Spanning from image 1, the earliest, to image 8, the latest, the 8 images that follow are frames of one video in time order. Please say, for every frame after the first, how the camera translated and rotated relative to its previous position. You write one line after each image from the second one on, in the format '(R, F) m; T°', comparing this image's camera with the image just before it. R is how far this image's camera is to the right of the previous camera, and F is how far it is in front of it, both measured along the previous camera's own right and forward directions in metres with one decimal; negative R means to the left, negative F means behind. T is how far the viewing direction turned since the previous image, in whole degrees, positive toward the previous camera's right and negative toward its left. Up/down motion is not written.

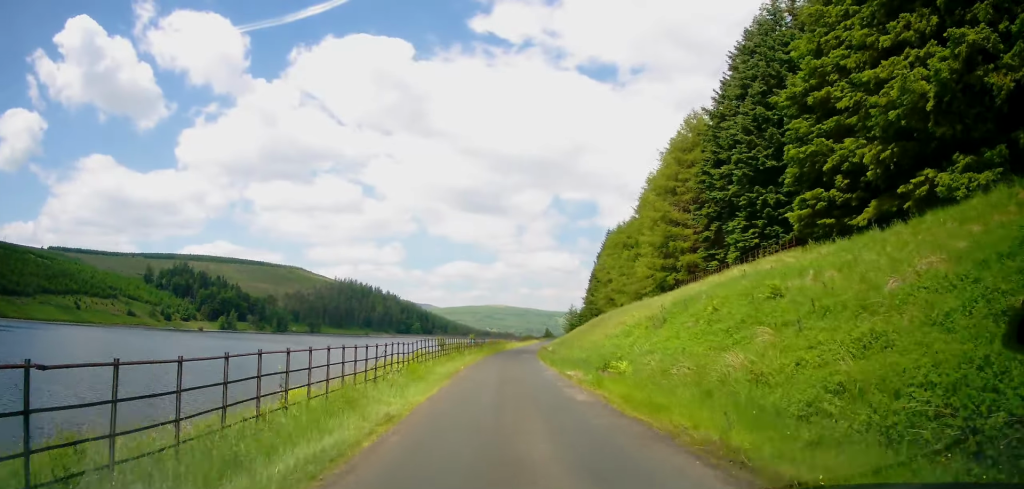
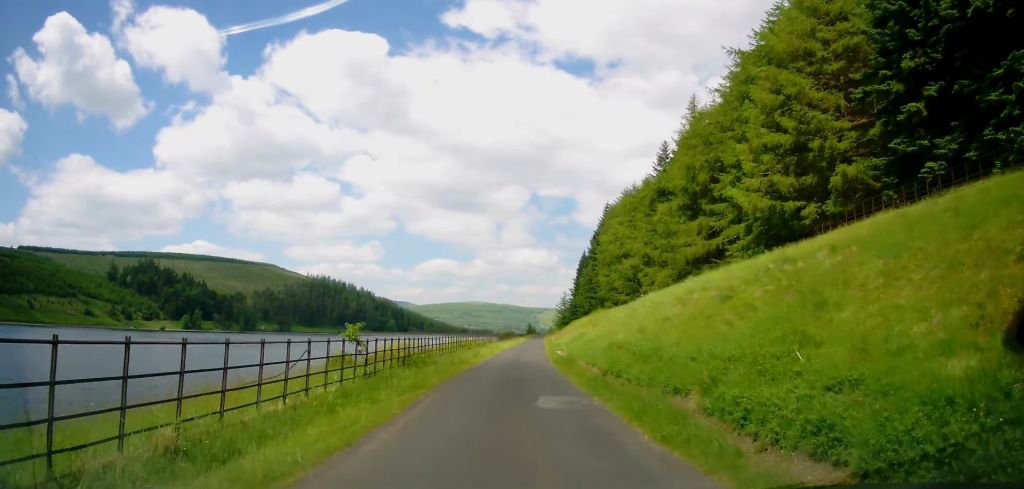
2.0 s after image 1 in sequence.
(+1.1, +33.1) m; +4°
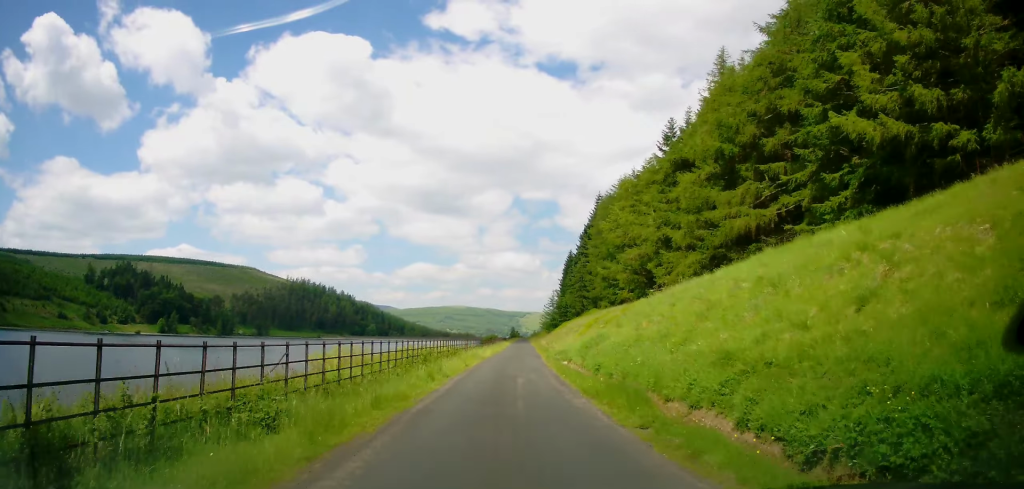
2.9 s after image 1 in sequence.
(0.0, +13.8) m; 0°
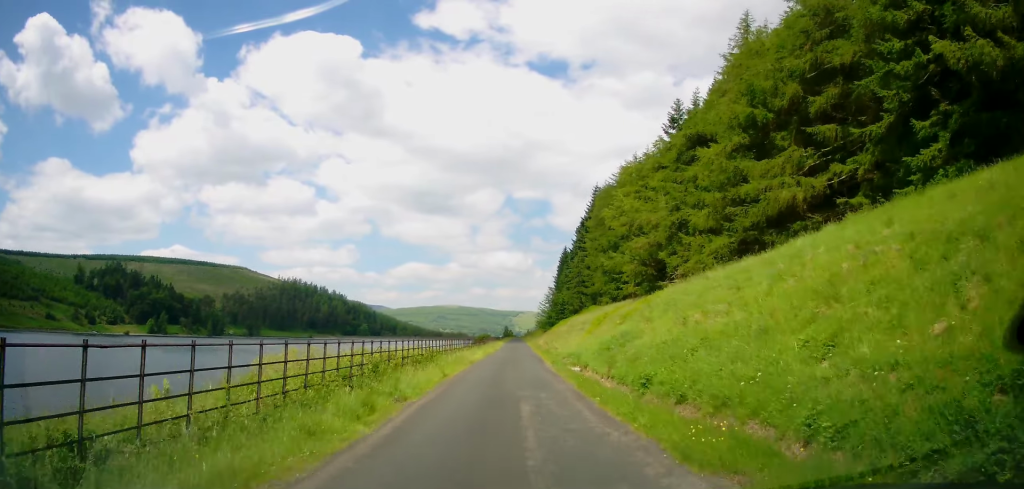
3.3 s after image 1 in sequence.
(0.0, +7.3) m; +1°
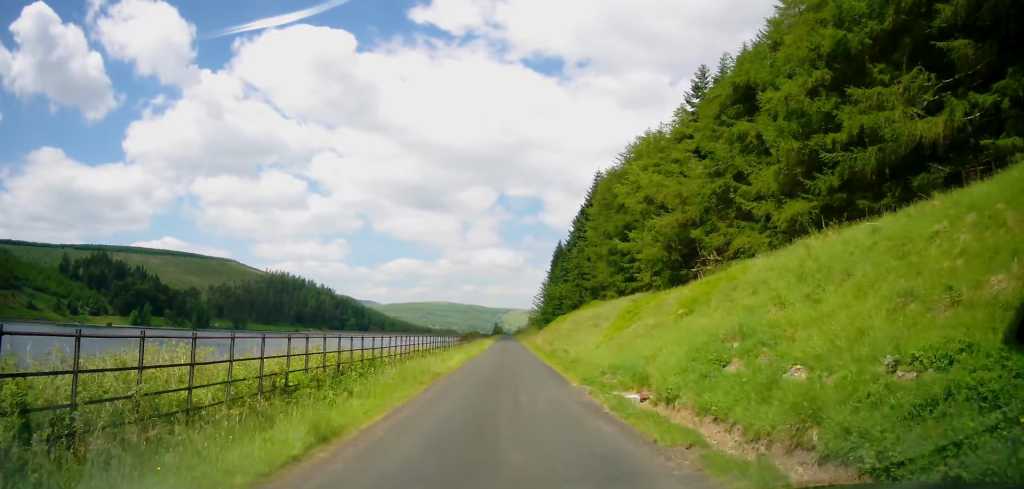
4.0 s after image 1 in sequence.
(-0.1, +11.8) m; +1°
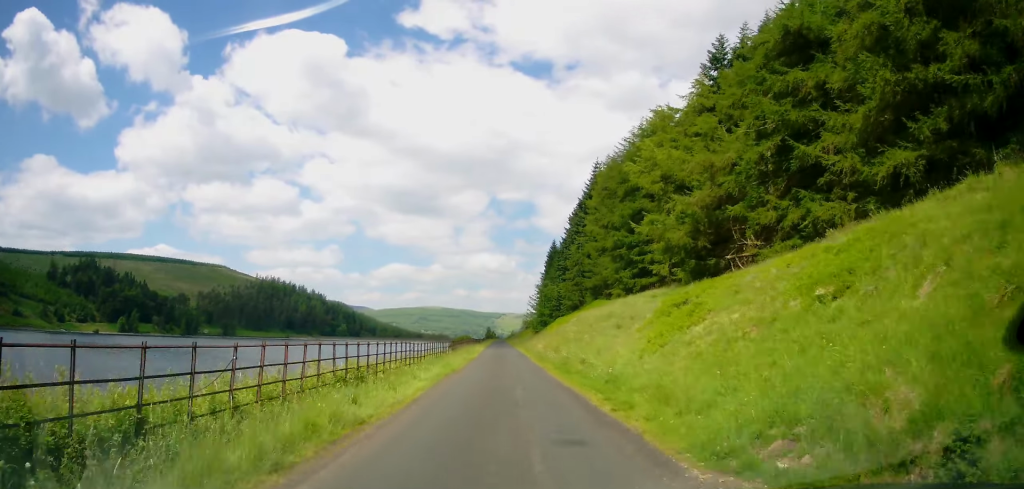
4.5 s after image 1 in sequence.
(+0.3, +9.1) m; 0°
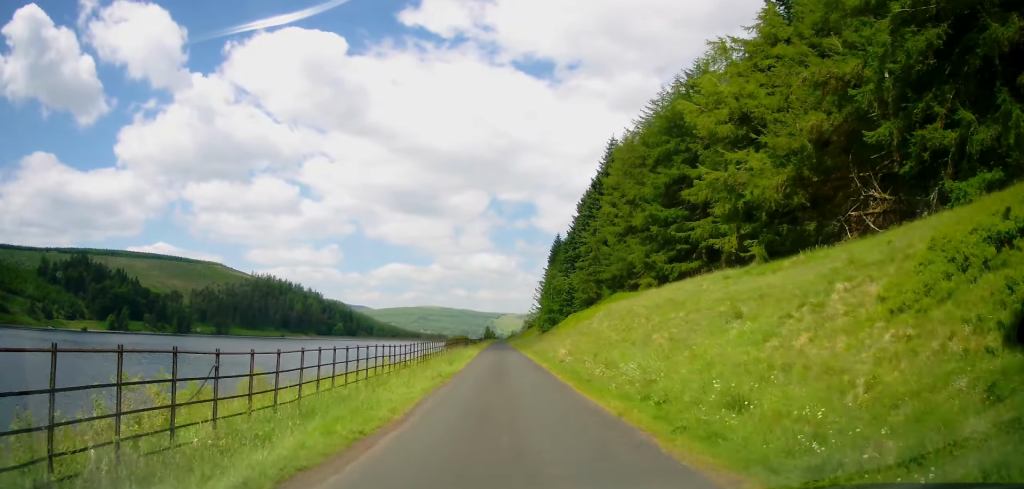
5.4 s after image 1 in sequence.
(0.0, +14.9) m; 0°
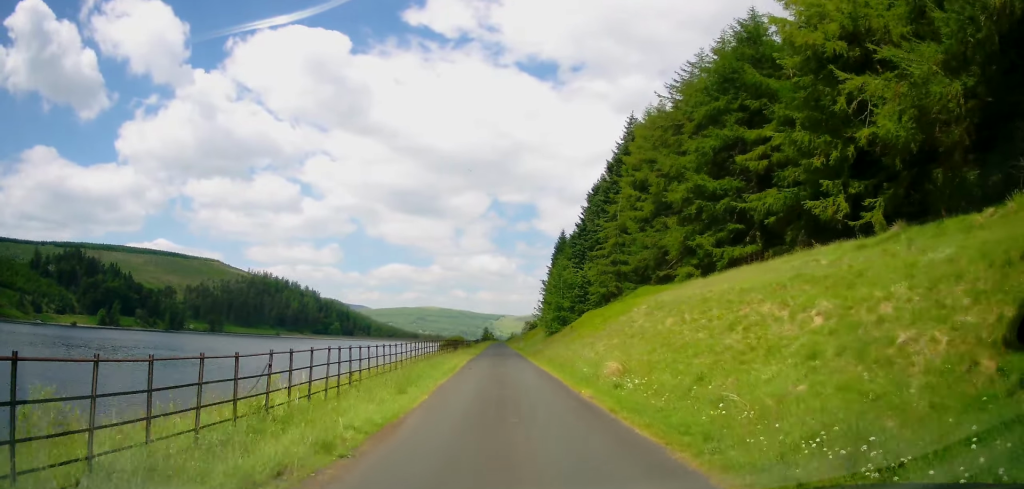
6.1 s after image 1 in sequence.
(-0.2, +12.2) m; 0°
